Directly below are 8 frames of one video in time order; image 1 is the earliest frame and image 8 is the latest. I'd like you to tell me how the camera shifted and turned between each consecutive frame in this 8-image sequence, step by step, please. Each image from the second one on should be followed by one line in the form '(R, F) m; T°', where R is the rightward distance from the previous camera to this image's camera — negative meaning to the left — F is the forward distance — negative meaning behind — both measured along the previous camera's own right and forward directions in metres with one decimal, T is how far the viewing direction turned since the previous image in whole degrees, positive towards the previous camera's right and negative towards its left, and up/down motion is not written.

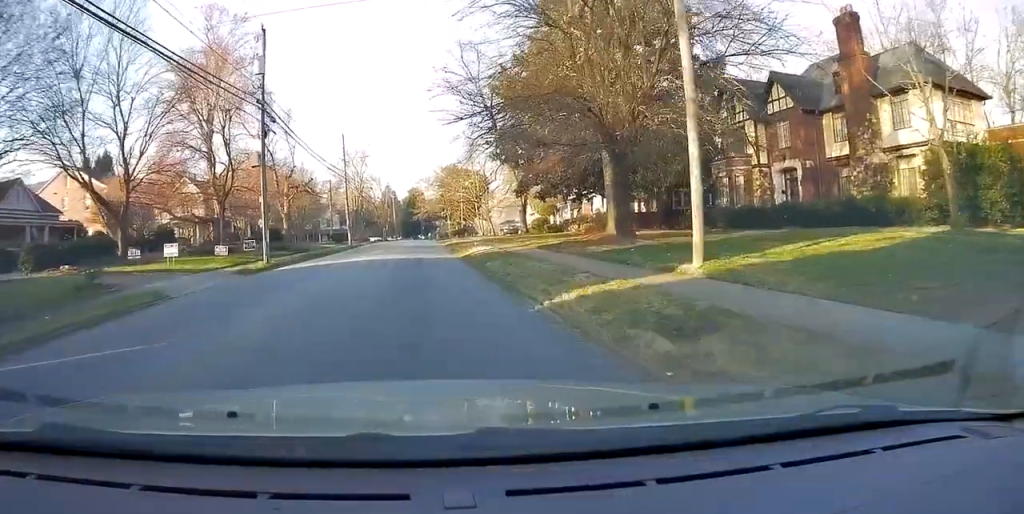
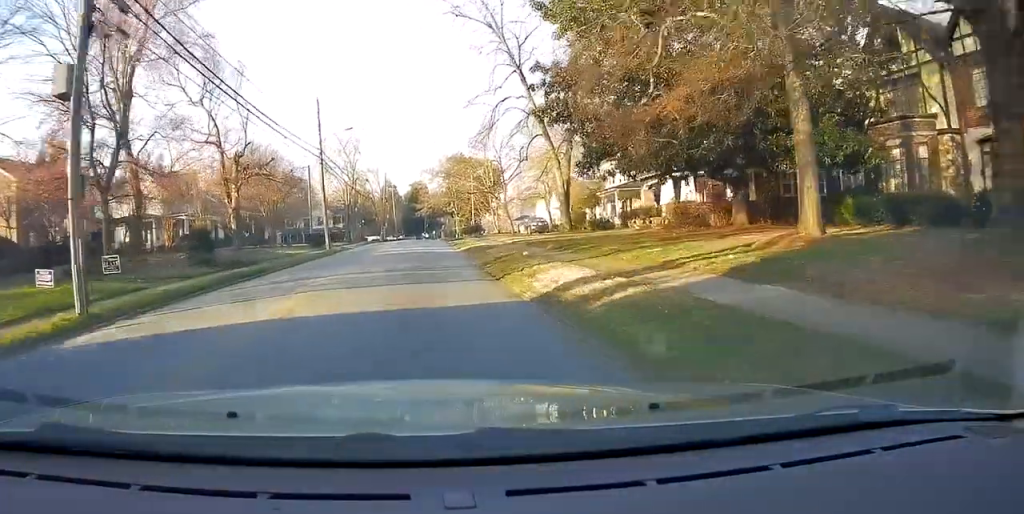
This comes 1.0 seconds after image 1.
(-0.2, +14.9) m; -3°
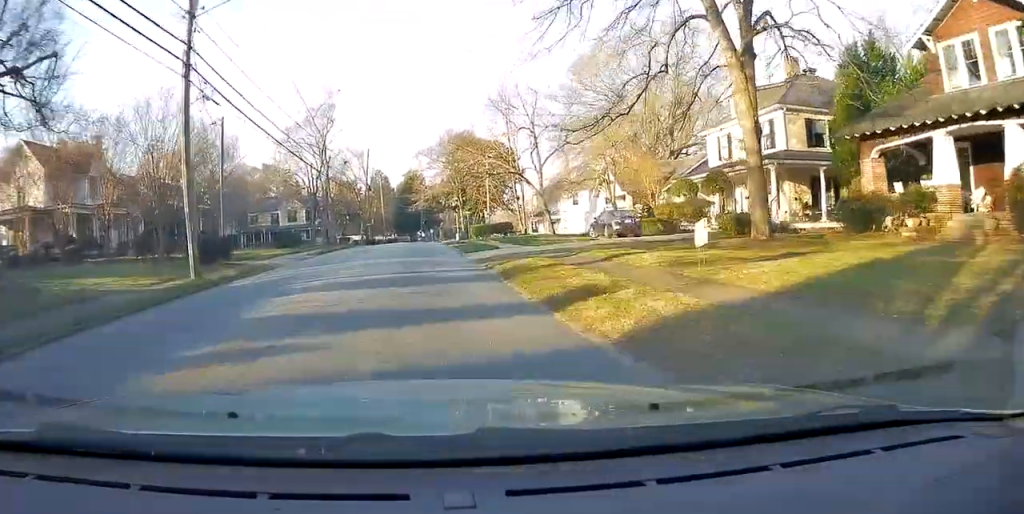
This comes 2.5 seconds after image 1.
(-0.2, +23.5) m; +2°
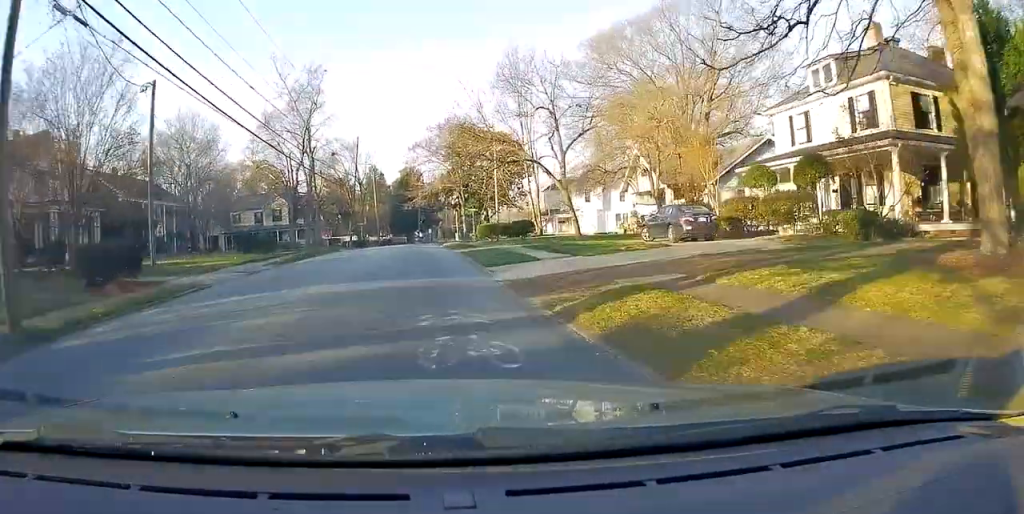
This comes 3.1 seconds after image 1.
(+0.4, +8.6) m; +2°
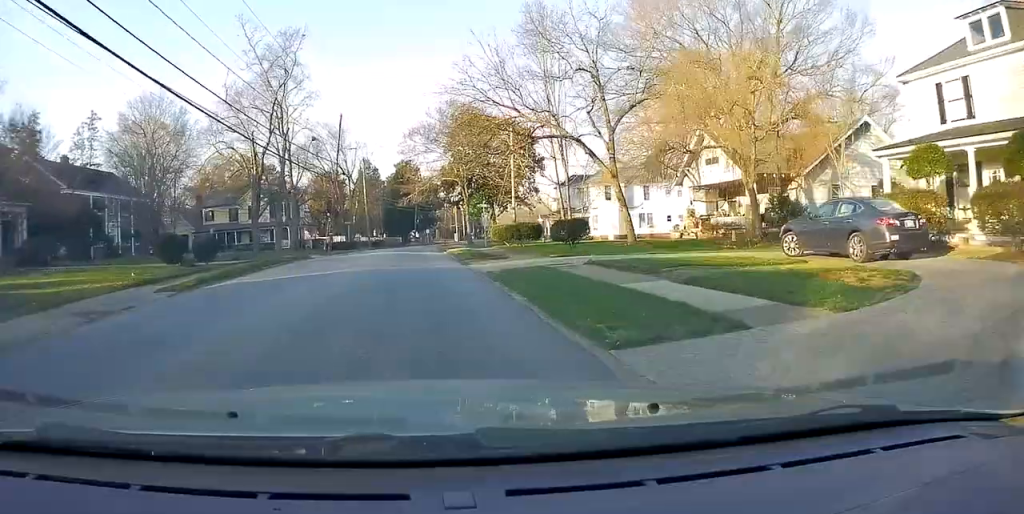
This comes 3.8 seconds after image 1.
(-0.2, +11.0) m; +1°
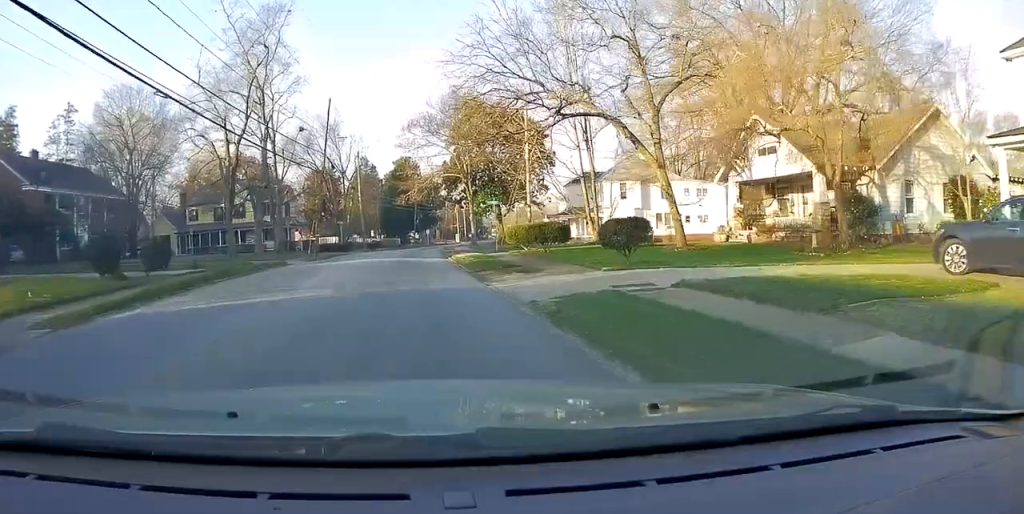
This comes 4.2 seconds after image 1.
(-0.1, +6.0) m; 0°
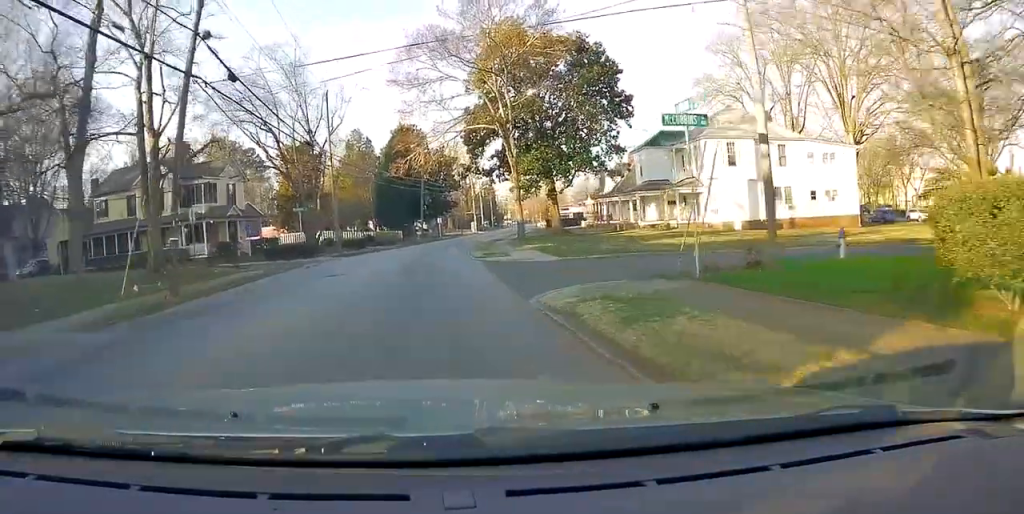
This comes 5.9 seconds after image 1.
(-0.4, +24.9) m; -2°
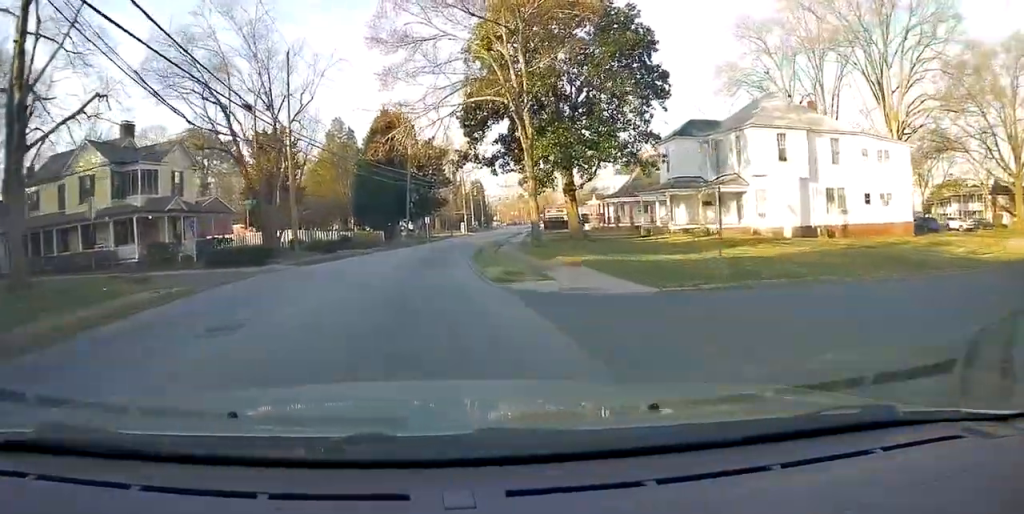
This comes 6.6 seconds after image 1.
(+0.2, +9.1) m; +1°
